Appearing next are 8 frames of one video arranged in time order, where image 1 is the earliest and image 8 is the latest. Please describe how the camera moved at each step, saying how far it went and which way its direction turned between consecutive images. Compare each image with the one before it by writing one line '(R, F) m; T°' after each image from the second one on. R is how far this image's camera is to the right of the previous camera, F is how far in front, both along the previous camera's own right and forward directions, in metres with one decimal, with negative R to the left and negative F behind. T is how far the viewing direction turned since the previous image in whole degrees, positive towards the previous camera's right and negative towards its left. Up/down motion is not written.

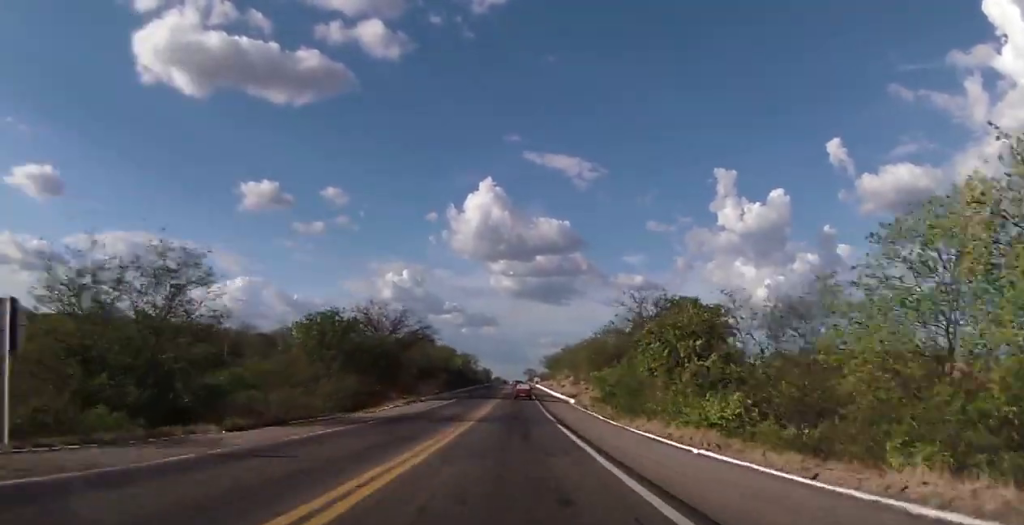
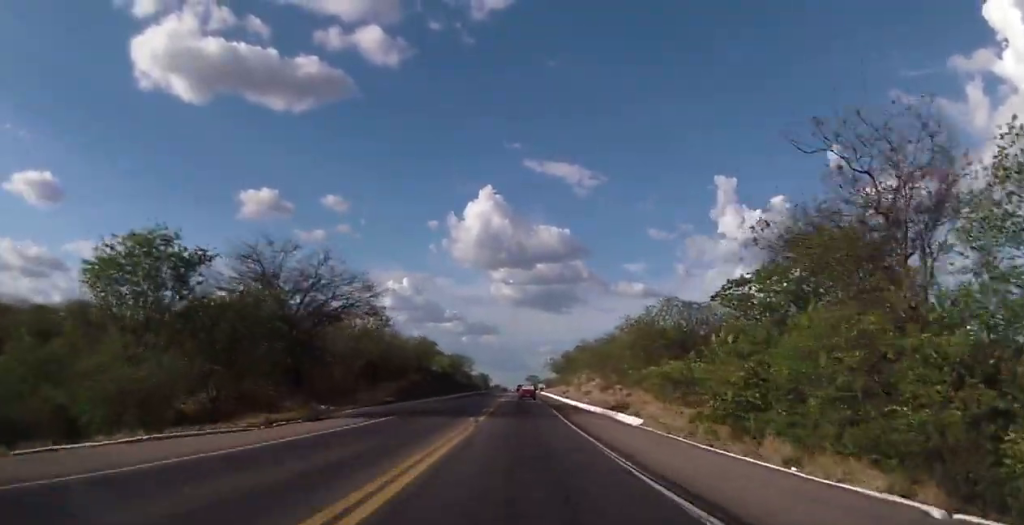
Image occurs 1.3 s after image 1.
(0.0, +30.8) m; 0°
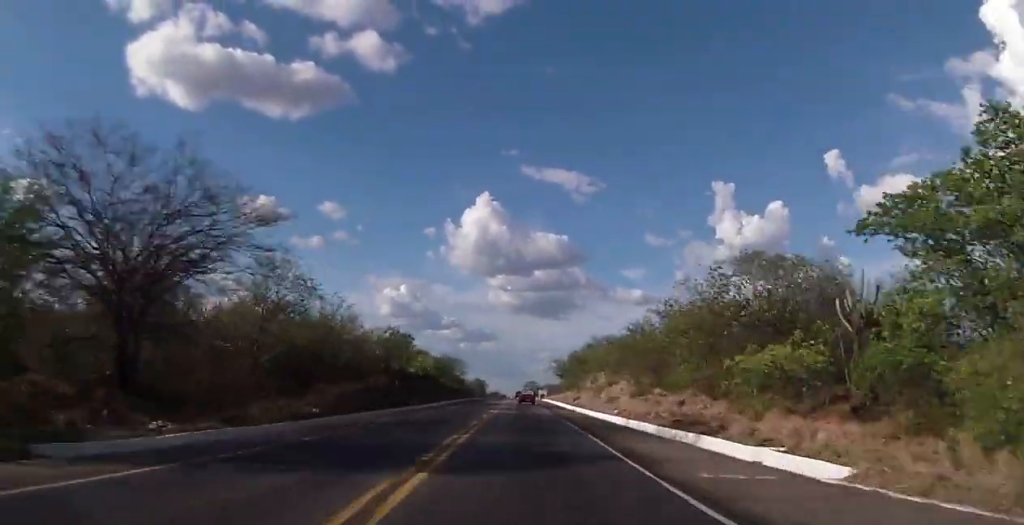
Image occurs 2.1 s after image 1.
(0.0, +18.5) m; 0°
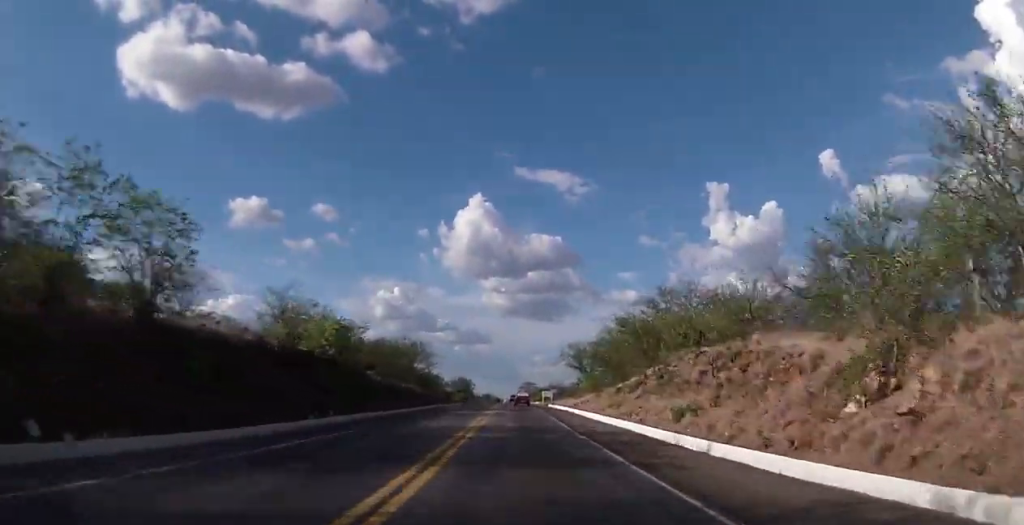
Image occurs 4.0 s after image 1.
(+0.2, +47.5) m; +1°
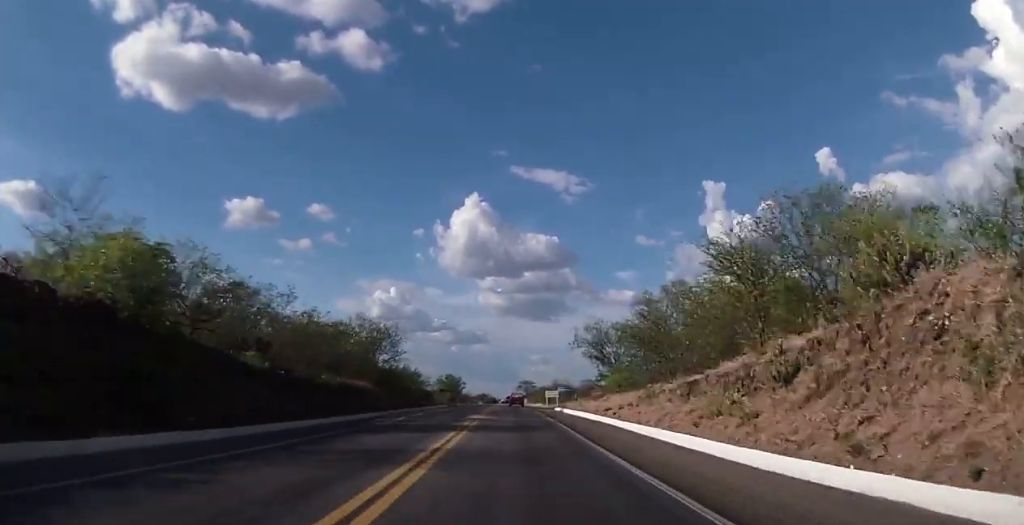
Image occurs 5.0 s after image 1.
(+0.4, +24.2) m; 0°
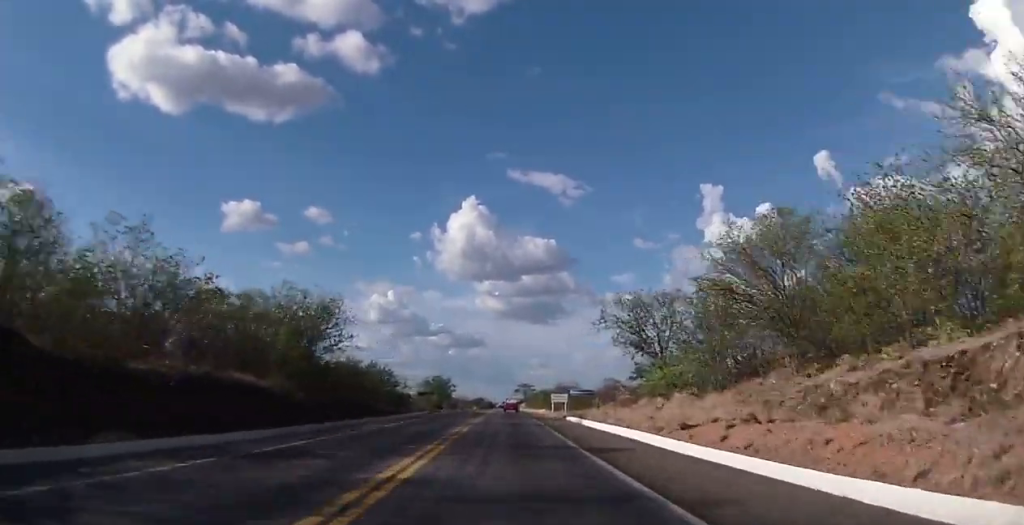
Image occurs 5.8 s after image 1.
(-0.4, +21.0) m; -1°
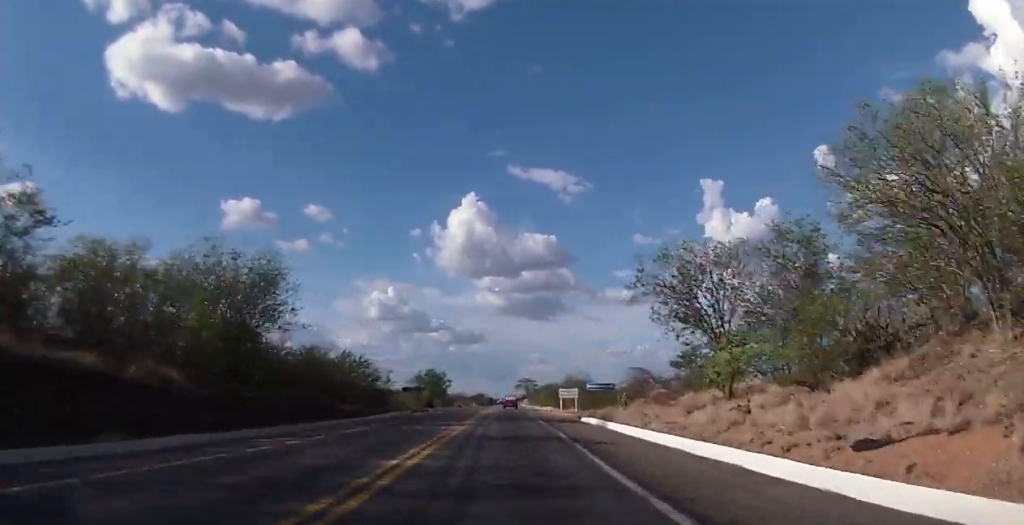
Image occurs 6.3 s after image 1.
(0.0, +12.7) m; 0°
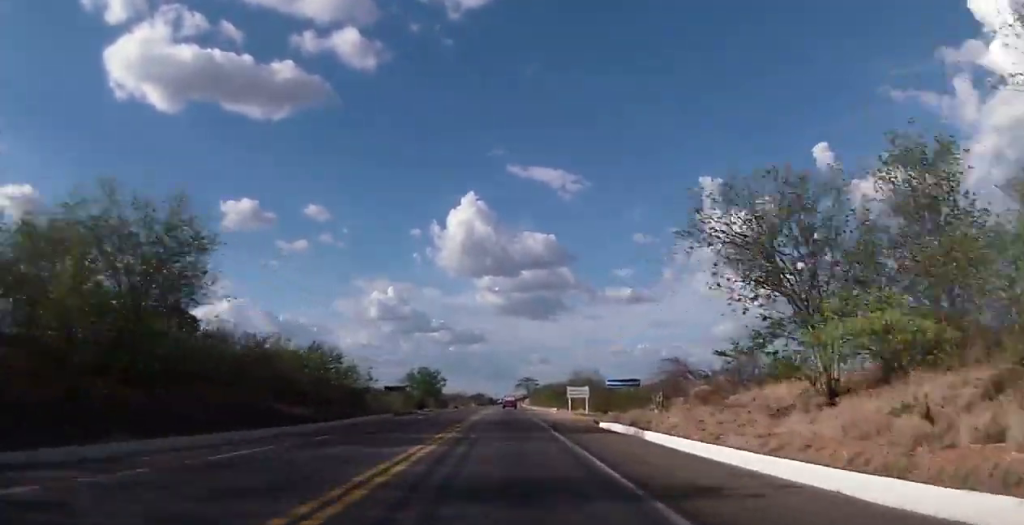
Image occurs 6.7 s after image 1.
(-0.1, +10.2) m; +1°
